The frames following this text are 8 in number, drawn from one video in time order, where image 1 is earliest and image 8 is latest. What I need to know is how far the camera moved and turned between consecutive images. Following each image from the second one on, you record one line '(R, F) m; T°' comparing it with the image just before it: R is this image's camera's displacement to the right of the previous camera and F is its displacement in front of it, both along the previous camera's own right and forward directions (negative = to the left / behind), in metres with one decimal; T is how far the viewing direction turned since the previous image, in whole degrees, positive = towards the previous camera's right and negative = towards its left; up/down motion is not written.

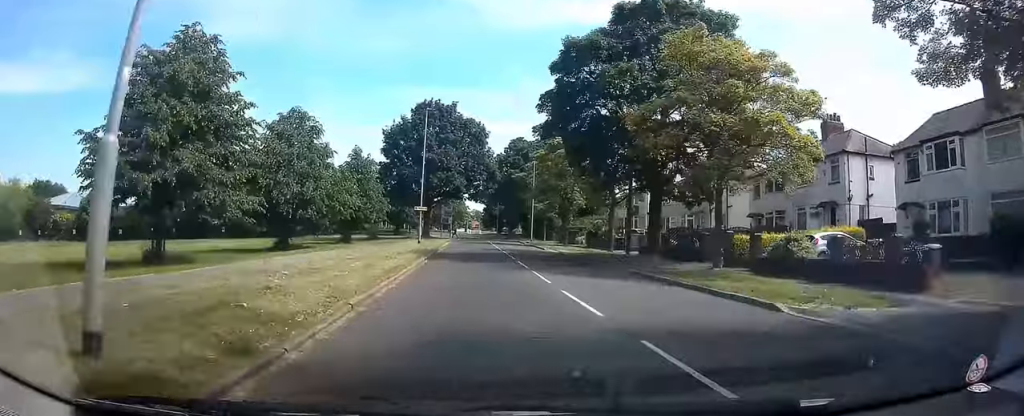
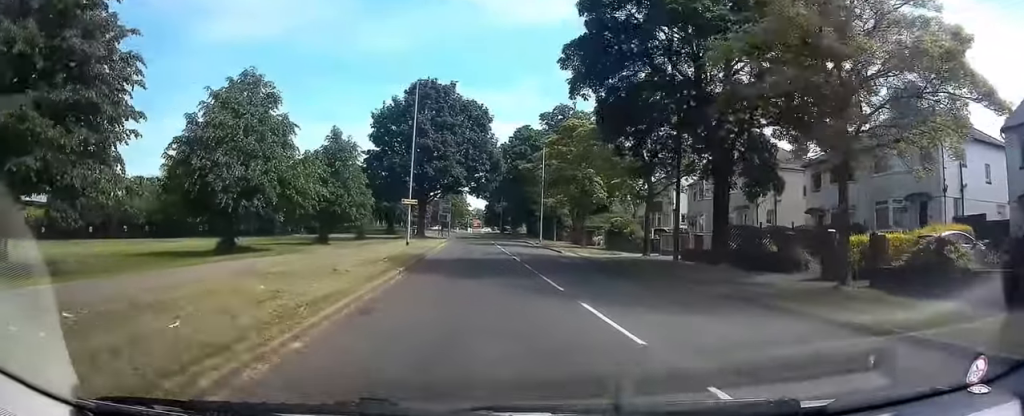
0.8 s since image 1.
(0.0, +7.7) m; -1°
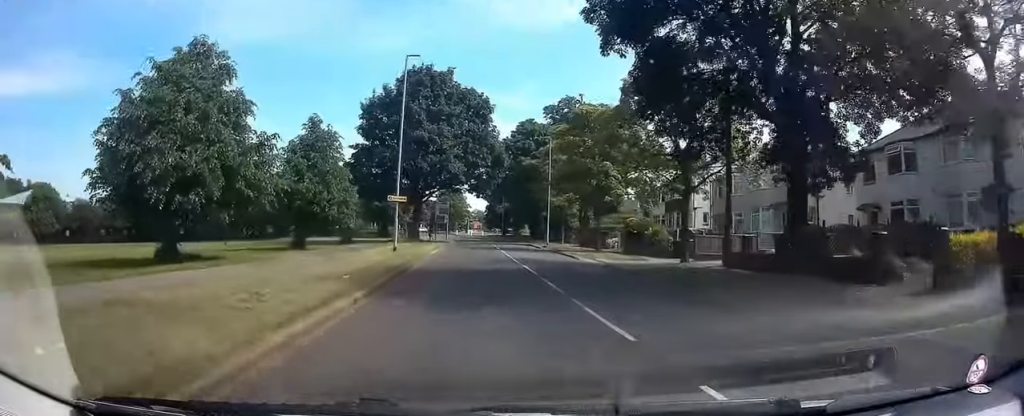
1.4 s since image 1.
(-0.1, +5.3) m; -1°
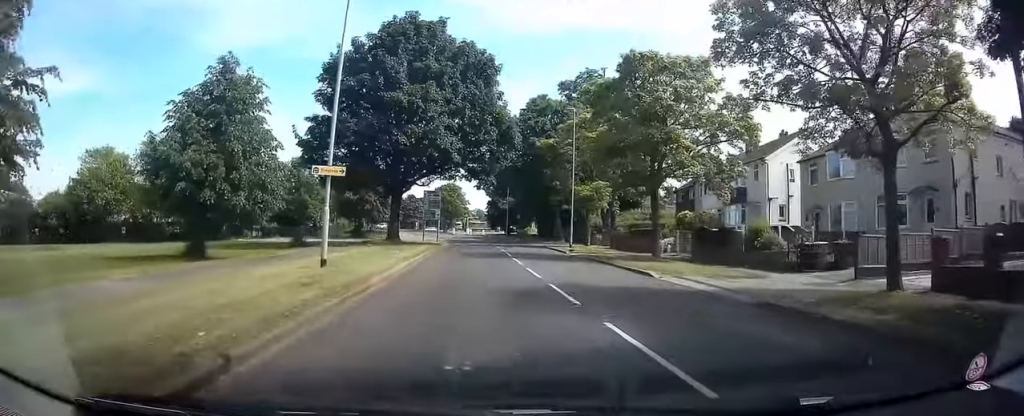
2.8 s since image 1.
(-0.2, +13.4) m; -1°
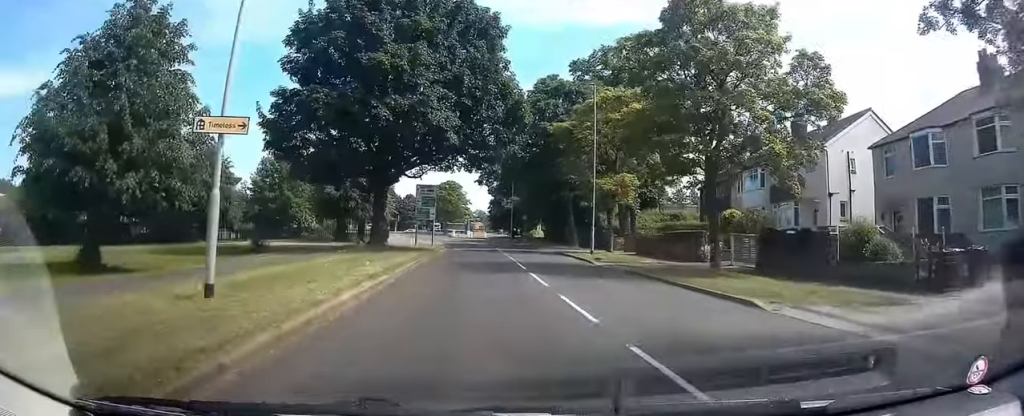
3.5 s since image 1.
(0.0, +7.1) m; 0°
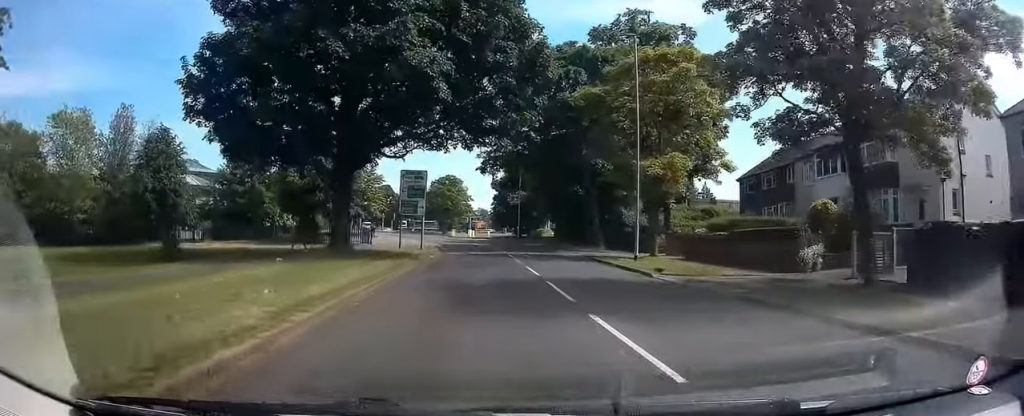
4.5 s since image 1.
(0.0, +9.4) m; 0°
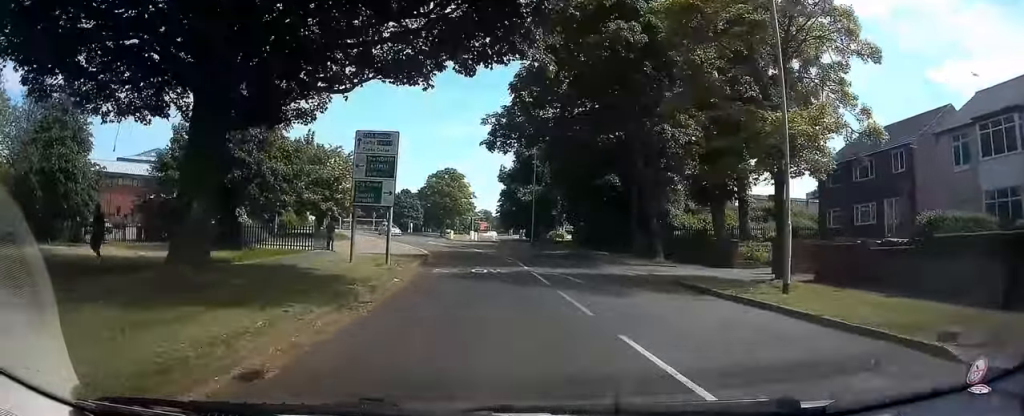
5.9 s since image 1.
(0.0, +13.3) m; 0°
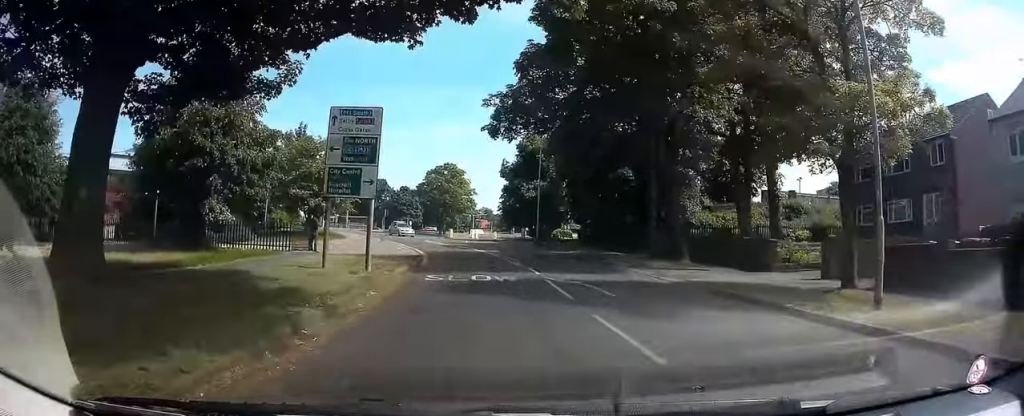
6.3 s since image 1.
(0.0, +3.6) m; 0°
